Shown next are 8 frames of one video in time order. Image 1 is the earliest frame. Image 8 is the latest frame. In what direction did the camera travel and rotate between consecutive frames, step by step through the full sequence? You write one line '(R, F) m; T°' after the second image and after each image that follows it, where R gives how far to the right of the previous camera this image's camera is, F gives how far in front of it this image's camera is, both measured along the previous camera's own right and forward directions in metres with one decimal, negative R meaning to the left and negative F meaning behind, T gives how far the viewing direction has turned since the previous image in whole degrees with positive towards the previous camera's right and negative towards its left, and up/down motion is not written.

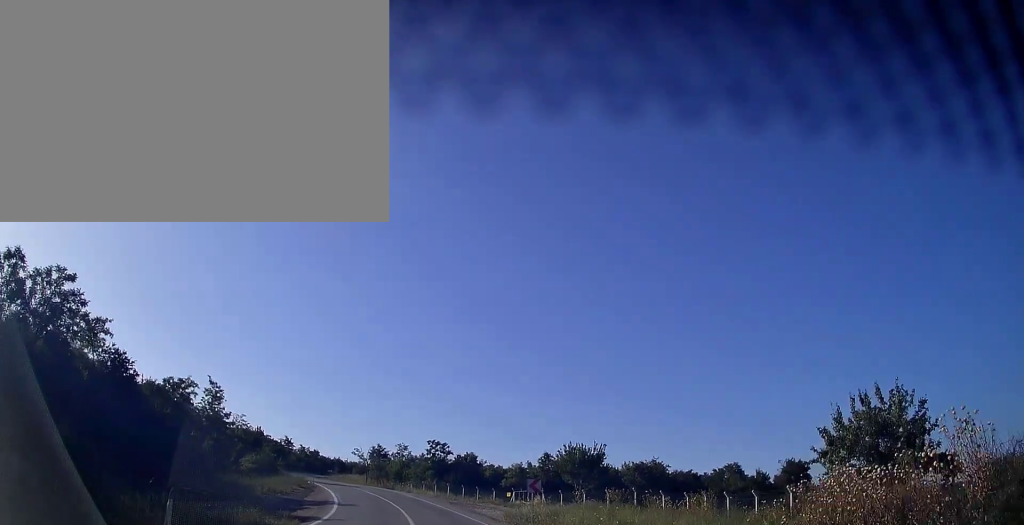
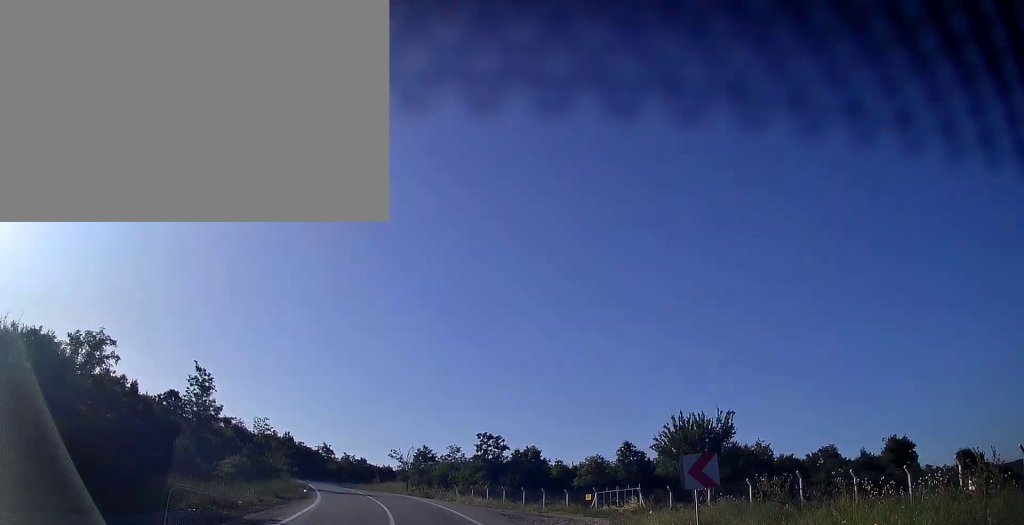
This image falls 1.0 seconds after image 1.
(-0.5, +16.7) m; -5°
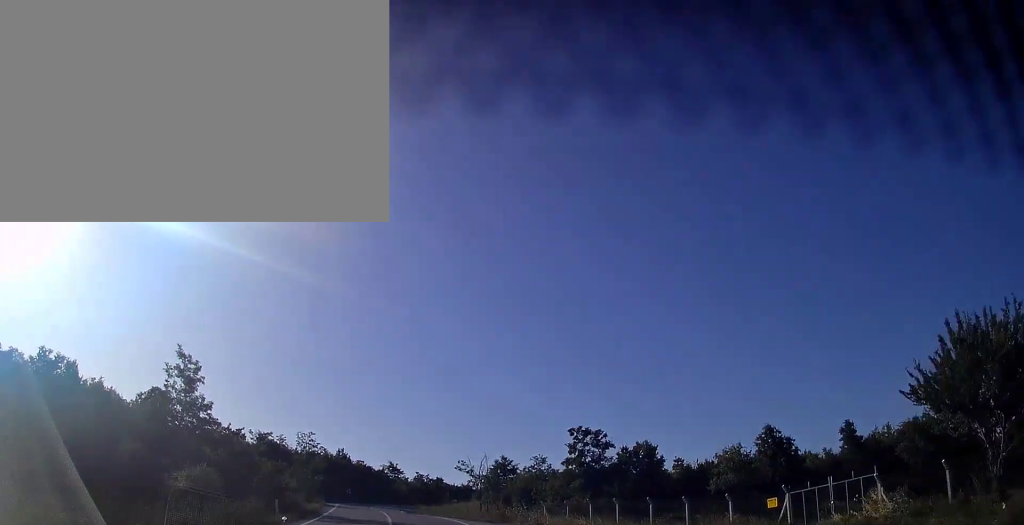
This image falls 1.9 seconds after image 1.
(-0.9, +16.2) m; -6°
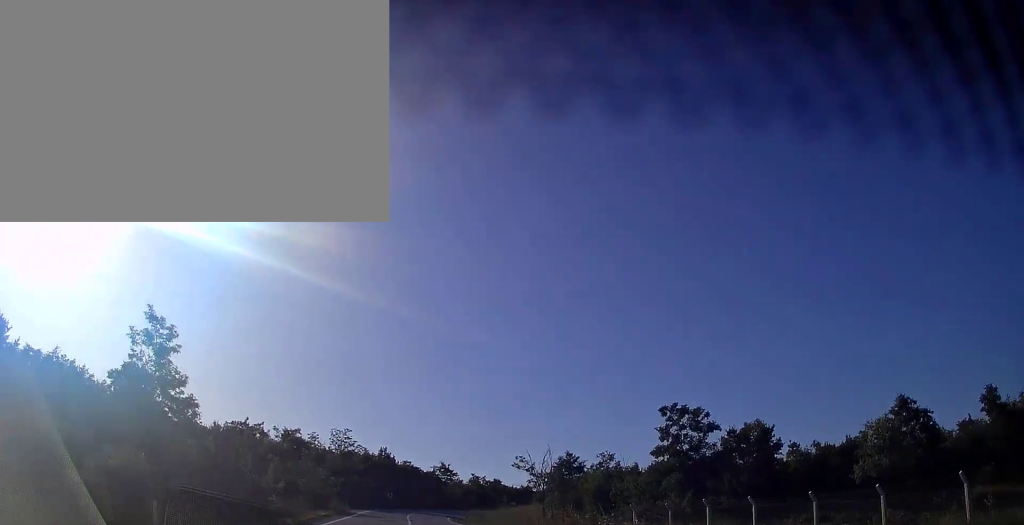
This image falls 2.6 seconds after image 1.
(-0.3, +11.7) m; -5°
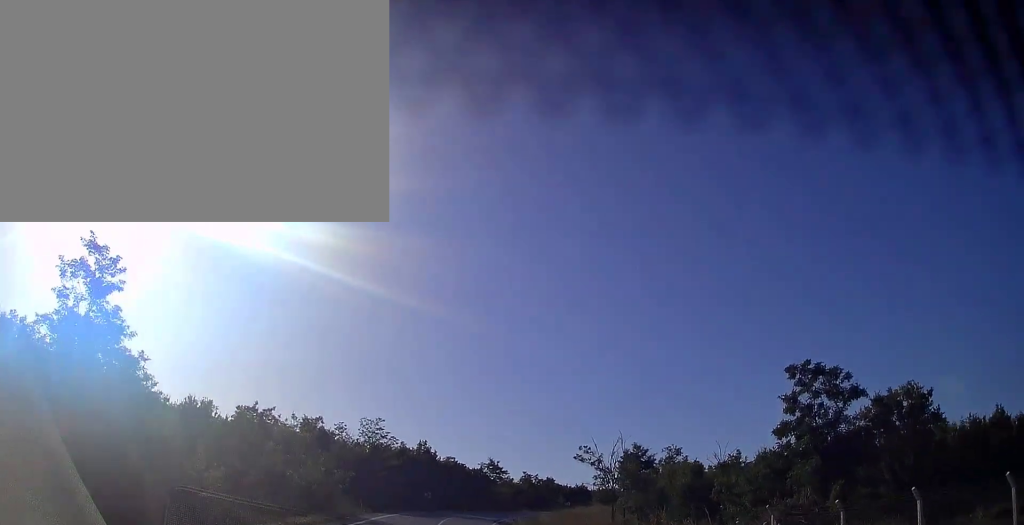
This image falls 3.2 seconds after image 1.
(-0.7, +10.5) m; -4°
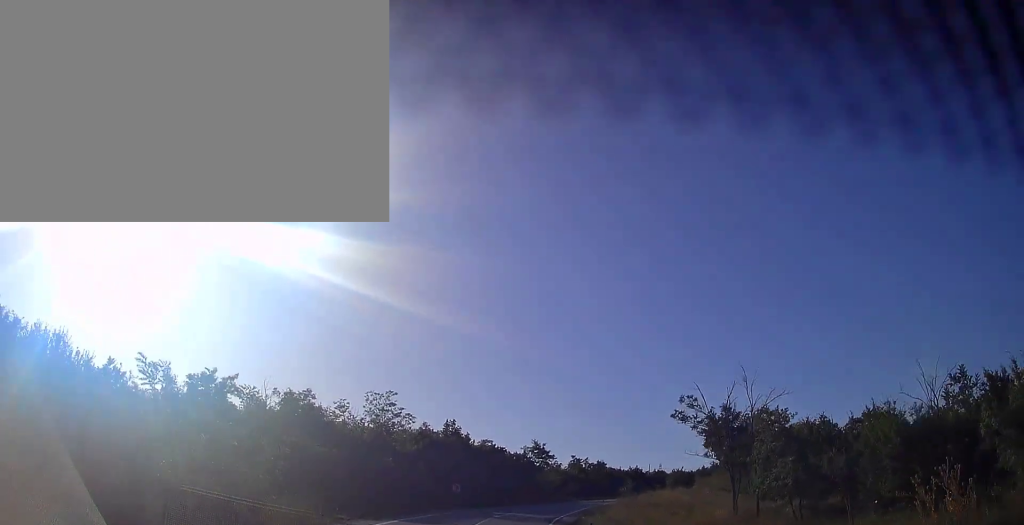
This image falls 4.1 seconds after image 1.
(-1.0, +15.8) m; -5°
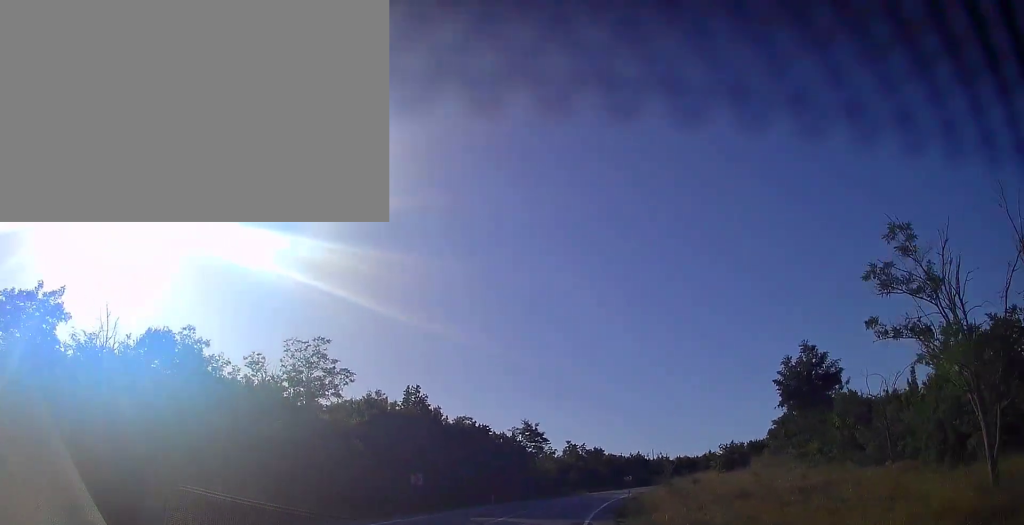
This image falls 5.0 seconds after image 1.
(-0.5, +16.8) m; -1°
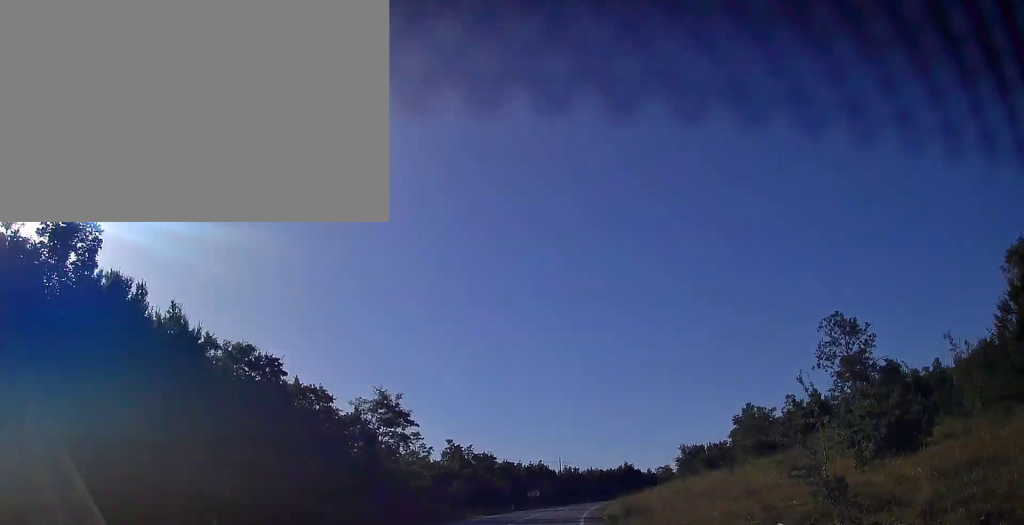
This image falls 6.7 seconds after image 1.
(+1.2, +28.9) m; +7°
